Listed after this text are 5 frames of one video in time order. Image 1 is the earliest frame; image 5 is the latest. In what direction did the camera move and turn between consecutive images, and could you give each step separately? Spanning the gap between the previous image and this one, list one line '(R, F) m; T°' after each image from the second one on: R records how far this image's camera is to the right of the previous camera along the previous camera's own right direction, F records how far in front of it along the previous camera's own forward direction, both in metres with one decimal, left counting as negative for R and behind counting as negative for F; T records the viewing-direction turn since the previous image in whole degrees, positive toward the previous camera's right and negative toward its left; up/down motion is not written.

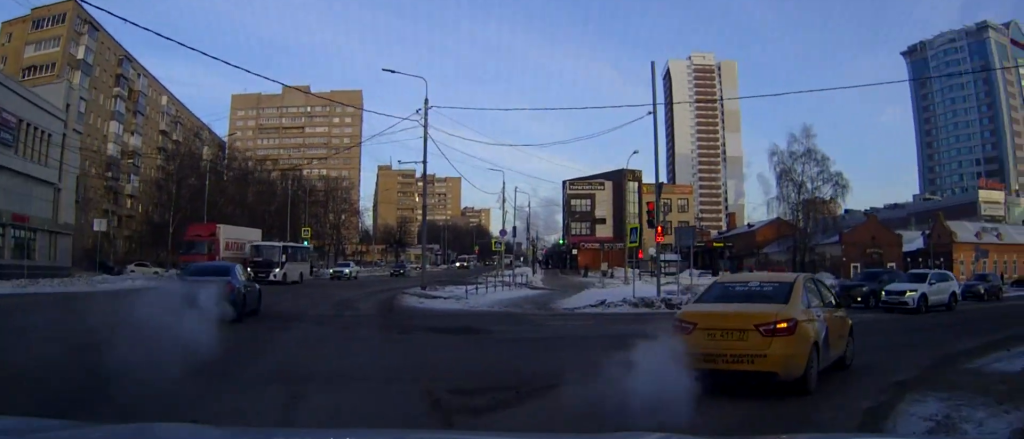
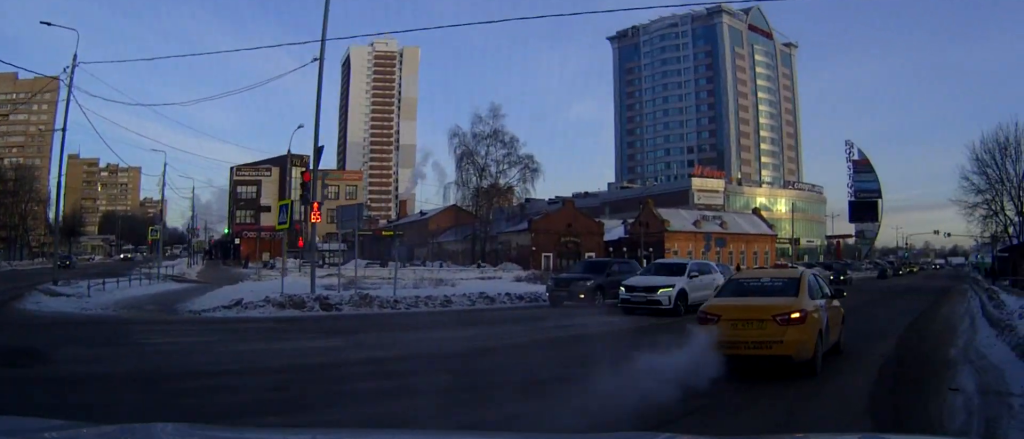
(+1.7, +7.3) m; +24°
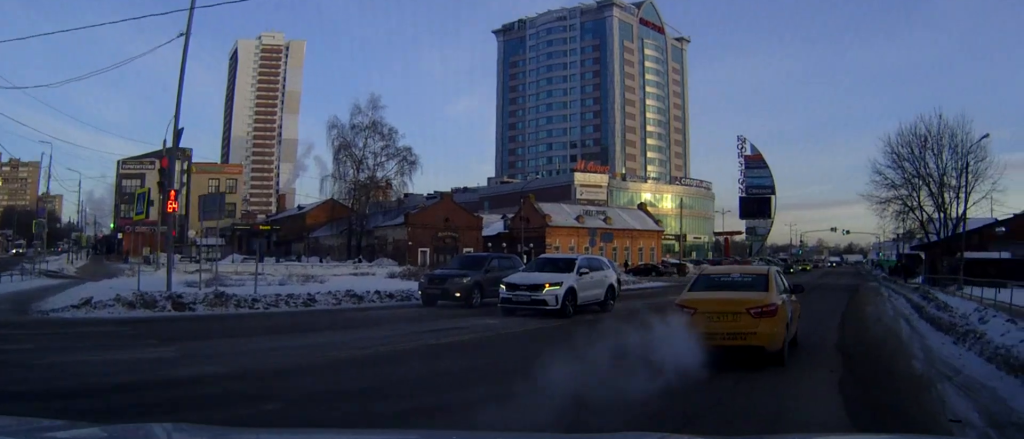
(+0.2, +2.5) m; +7°
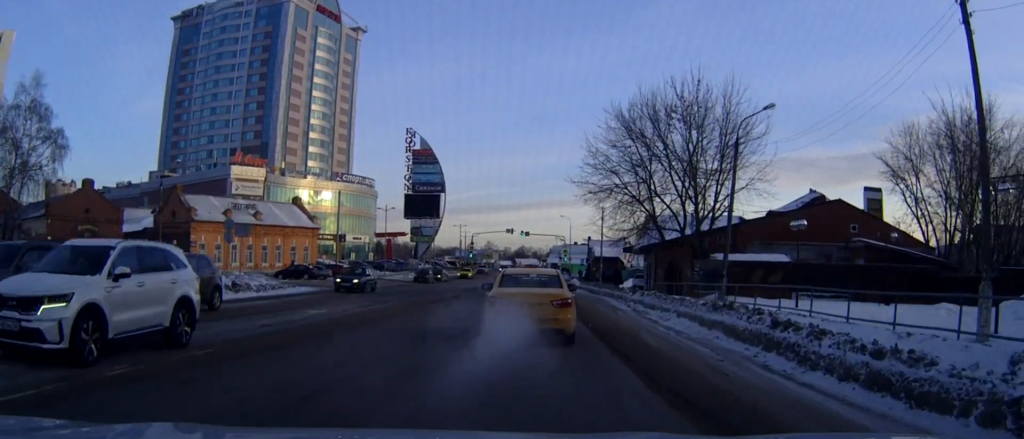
(+1.5, +10.0) m; +14°
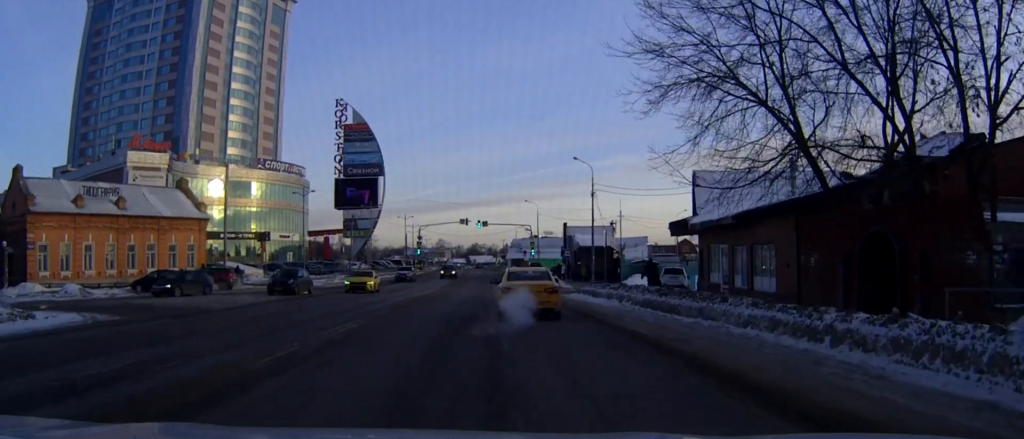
(+1.4, +22.8) m; +4°
